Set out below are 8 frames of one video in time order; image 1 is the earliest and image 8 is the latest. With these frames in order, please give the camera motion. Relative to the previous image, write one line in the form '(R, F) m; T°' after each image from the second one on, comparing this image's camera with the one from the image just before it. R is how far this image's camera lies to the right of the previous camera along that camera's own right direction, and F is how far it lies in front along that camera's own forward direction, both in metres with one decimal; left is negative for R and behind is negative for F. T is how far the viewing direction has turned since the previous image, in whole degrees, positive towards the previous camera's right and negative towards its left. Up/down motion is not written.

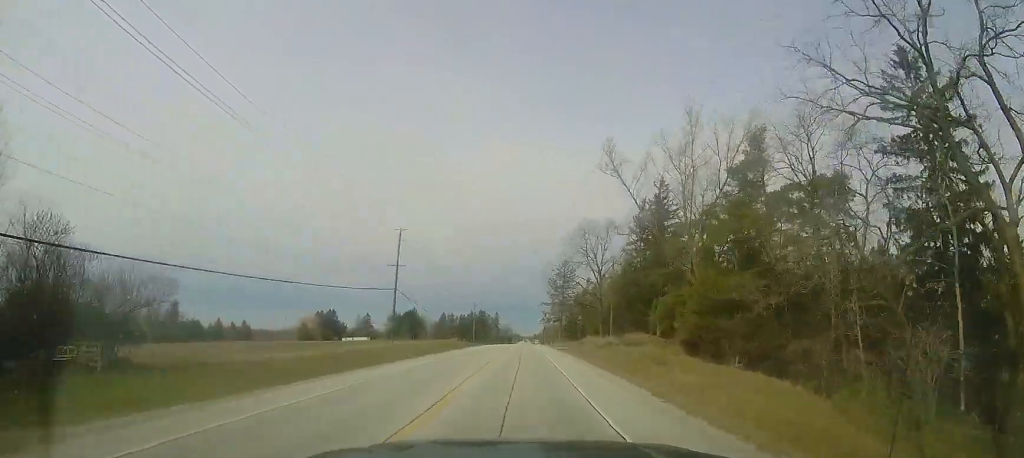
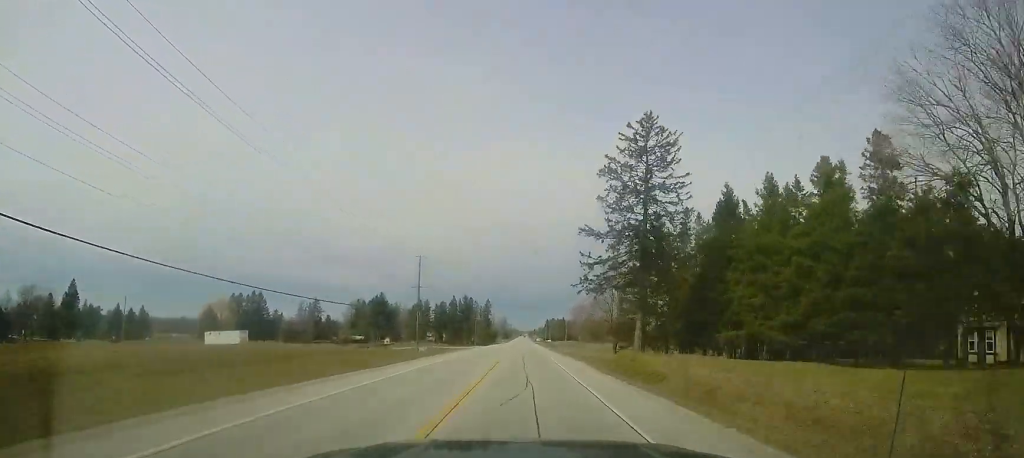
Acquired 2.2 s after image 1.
(-0.2, +62.4) m; 0°
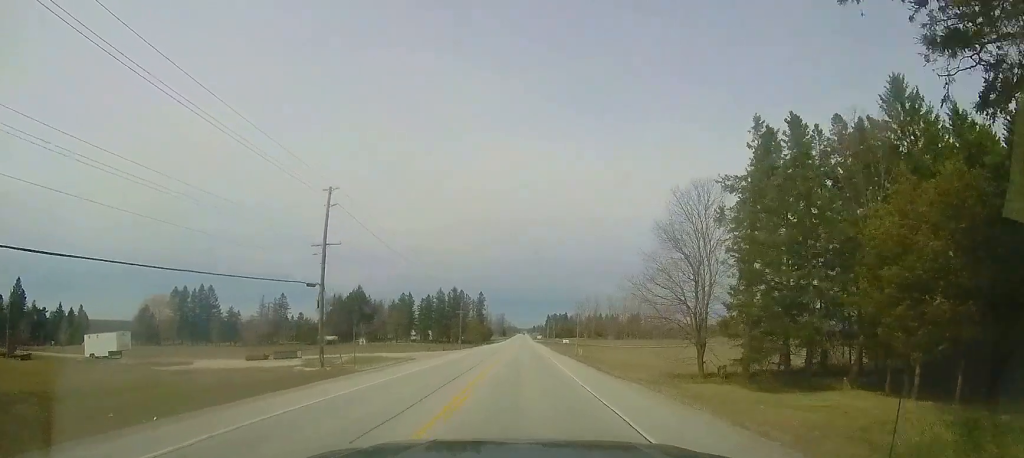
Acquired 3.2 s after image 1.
(0.0, +27.1) m; +1°
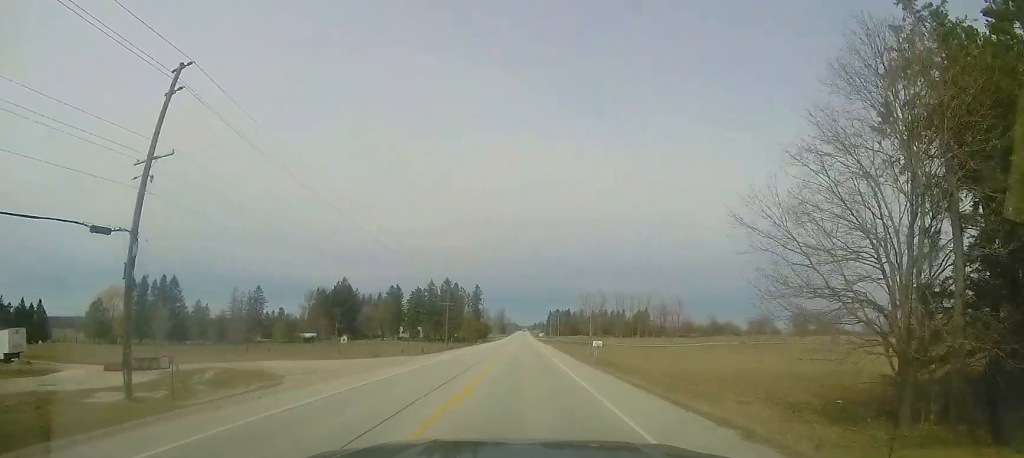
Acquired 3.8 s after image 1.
(+0.2, +16.7) m; 0°
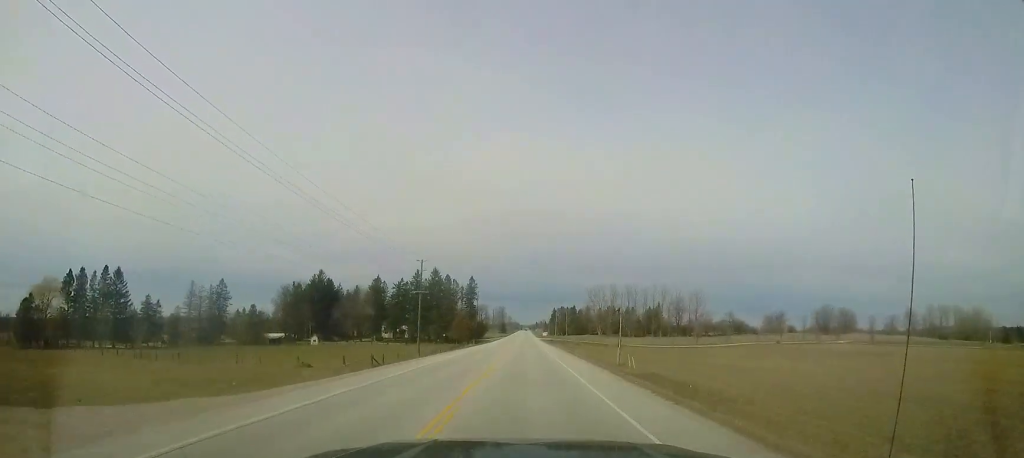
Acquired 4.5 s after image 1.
(-0.1, +21.3) m; 0°
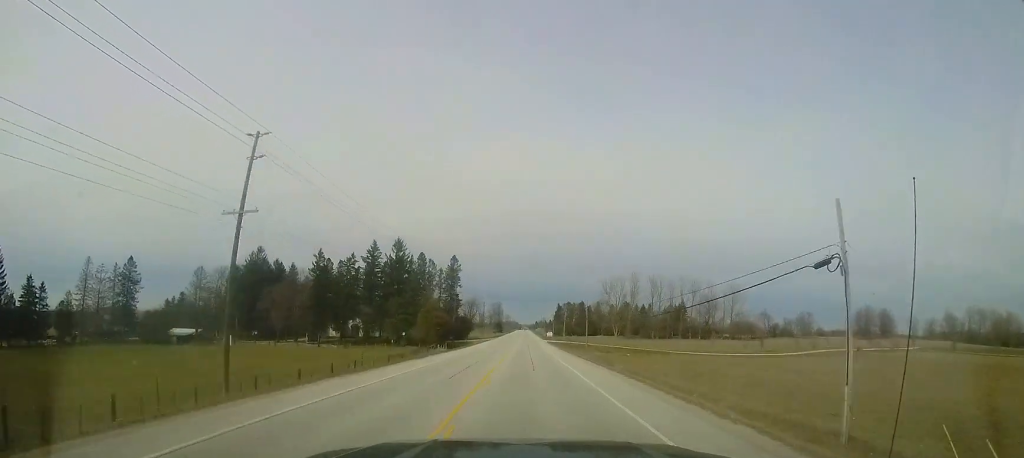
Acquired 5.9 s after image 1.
(0.0, +37.1) m; 0°
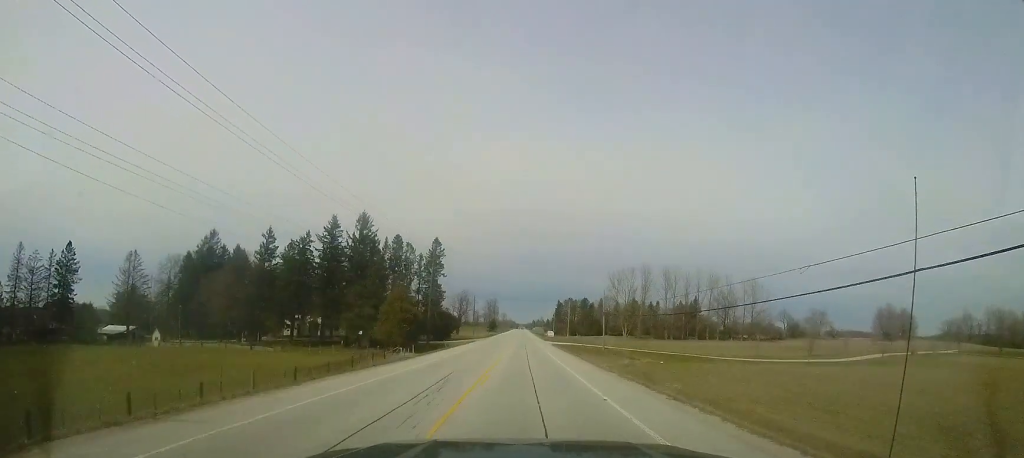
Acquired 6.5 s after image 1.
(-0.1, +18.5) m; 0°
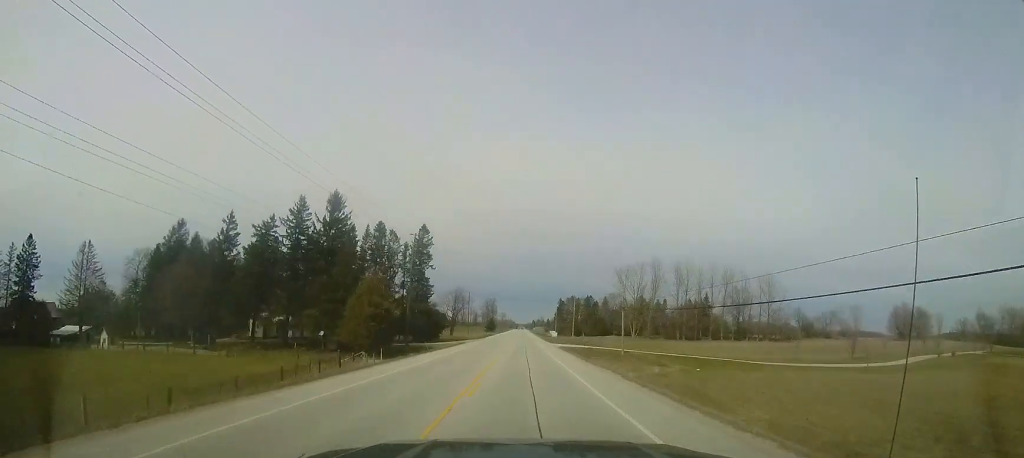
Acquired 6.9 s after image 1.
(-0.1, +11.1) m; 0°
